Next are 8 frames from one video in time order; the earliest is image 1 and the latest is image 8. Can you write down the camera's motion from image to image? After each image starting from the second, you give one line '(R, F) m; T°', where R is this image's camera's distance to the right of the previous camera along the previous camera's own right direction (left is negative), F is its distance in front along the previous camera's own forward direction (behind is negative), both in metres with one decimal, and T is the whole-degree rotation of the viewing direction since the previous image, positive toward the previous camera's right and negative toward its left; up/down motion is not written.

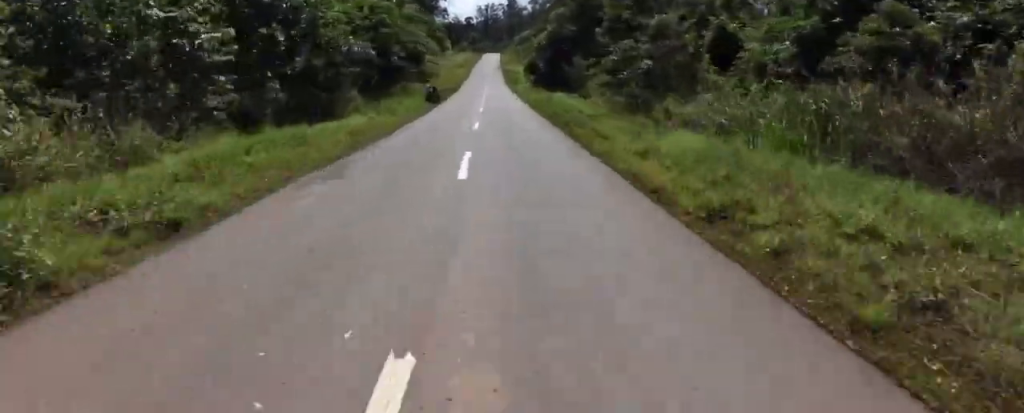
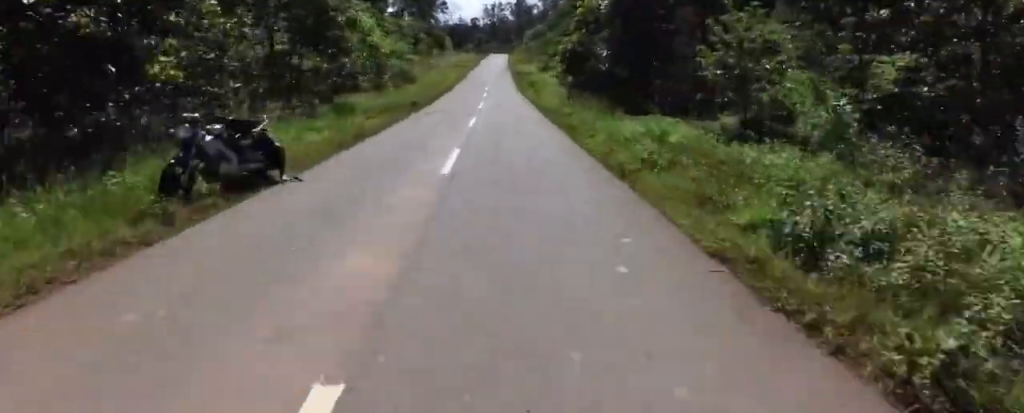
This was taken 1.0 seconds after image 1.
(-0.8, +24.1) m; -2°
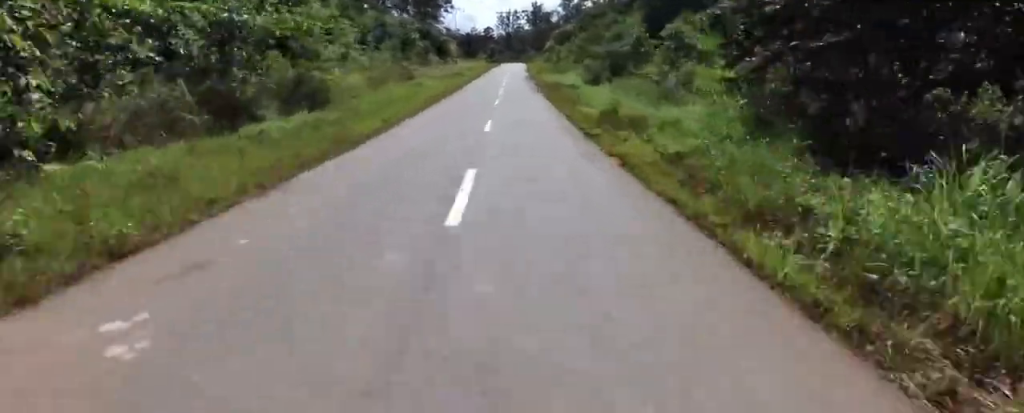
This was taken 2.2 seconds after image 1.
(0.0, +27.1) m; 0°
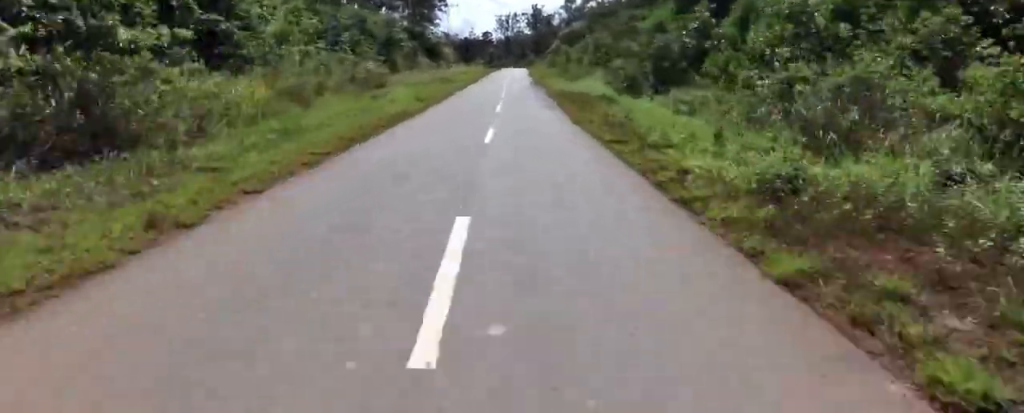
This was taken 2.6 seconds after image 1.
(0.0, +10.4) m; 0°
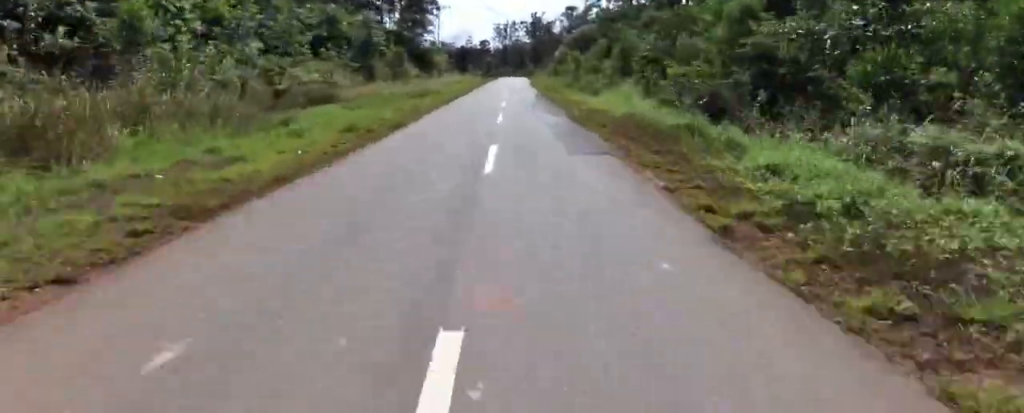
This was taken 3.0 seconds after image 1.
(0.0, +10.6) m; 0°
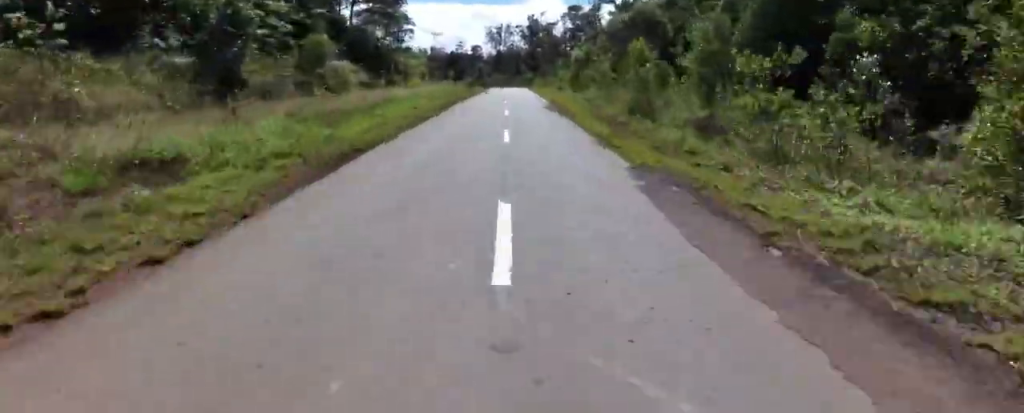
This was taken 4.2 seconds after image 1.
(+0.3, +28.3) m; +1°
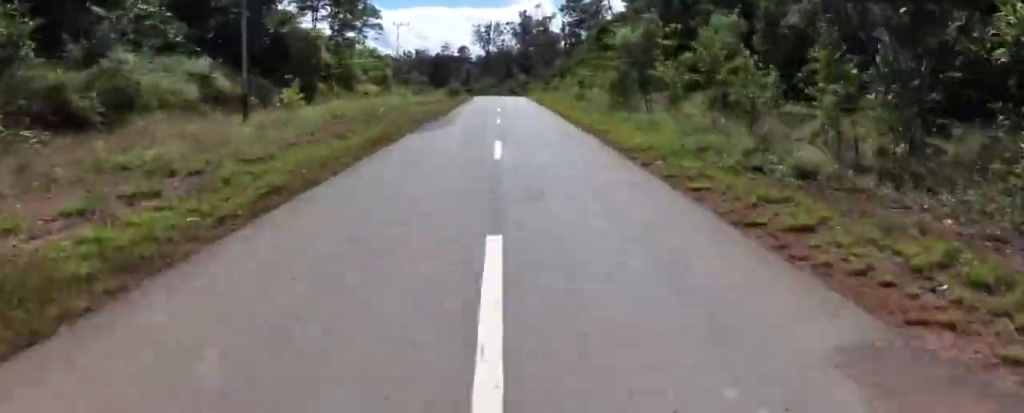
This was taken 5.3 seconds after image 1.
(+0.2, +25.5) m; -1°
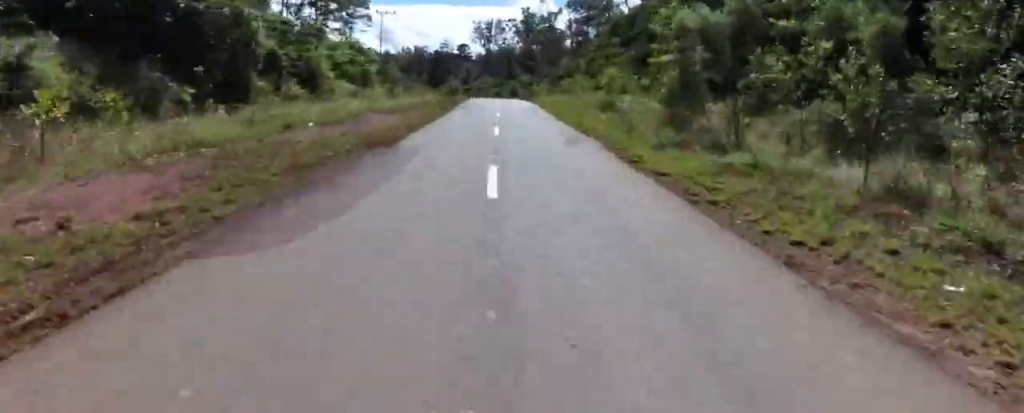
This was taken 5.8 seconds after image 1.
(0.0, +11.0) m; -1°
